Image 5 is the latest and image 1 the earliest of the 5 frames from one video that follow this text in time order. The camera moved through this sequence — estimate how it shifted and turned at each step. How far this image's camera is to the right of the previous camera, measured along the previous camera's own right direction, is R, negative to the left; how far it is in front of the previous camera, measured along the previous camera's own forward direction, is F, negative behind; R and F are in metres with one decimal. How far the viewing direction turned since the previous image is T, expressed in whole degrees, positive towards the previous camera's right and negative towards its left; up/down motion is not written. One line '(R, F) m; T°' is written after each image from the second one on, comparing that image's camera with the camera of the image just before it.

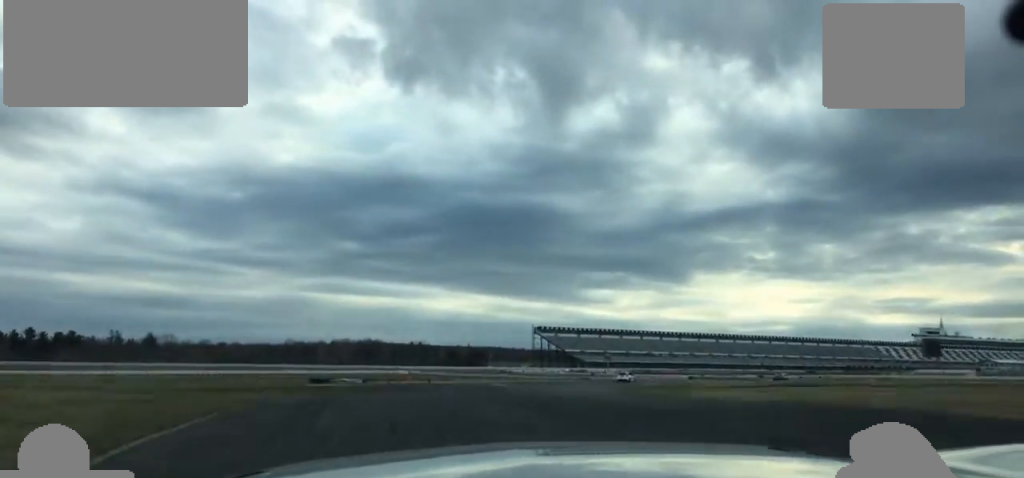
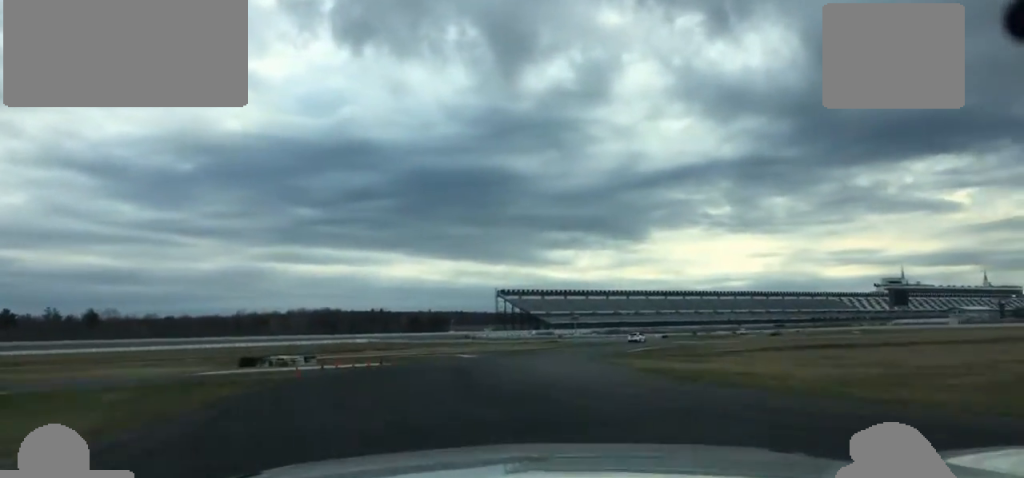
(-0.2, +15.0) m; +1°
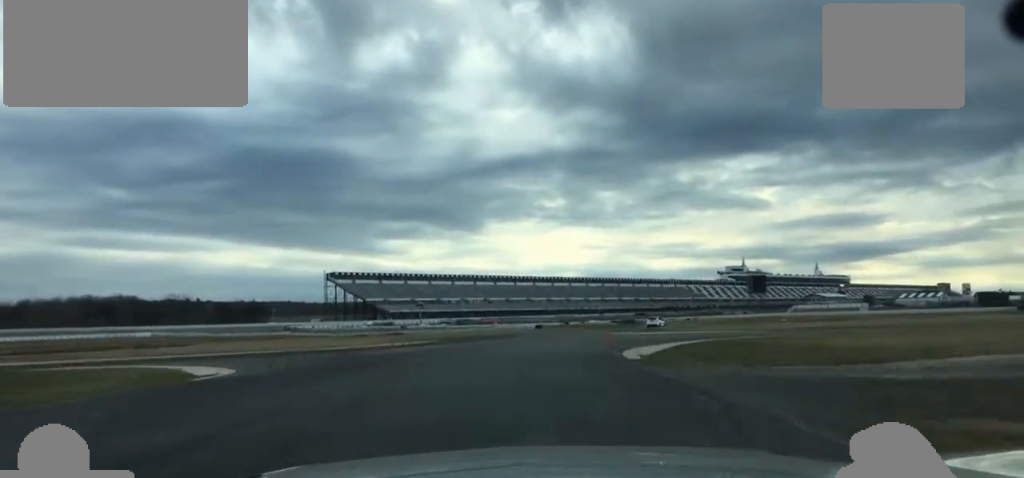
(+3.4, +51.4) m; +10°
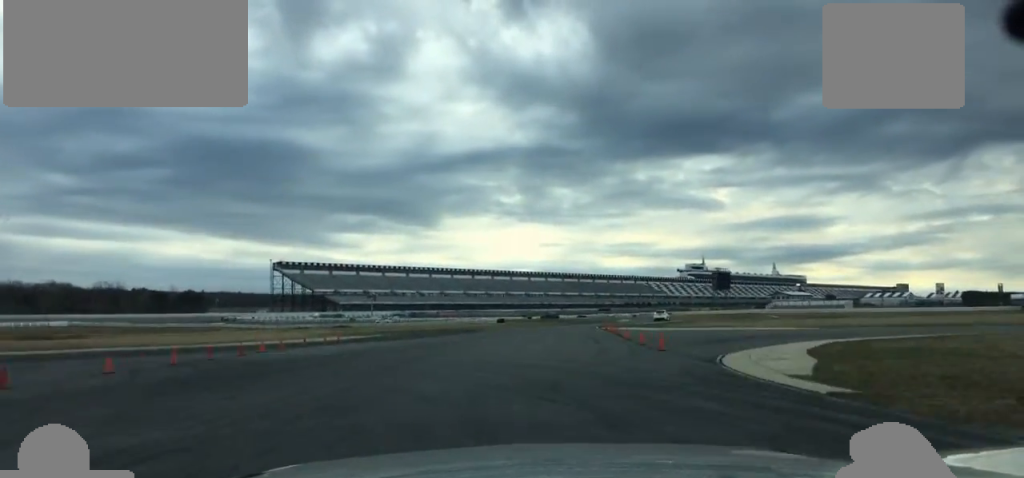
(+0.7, +18.4) m; +4°
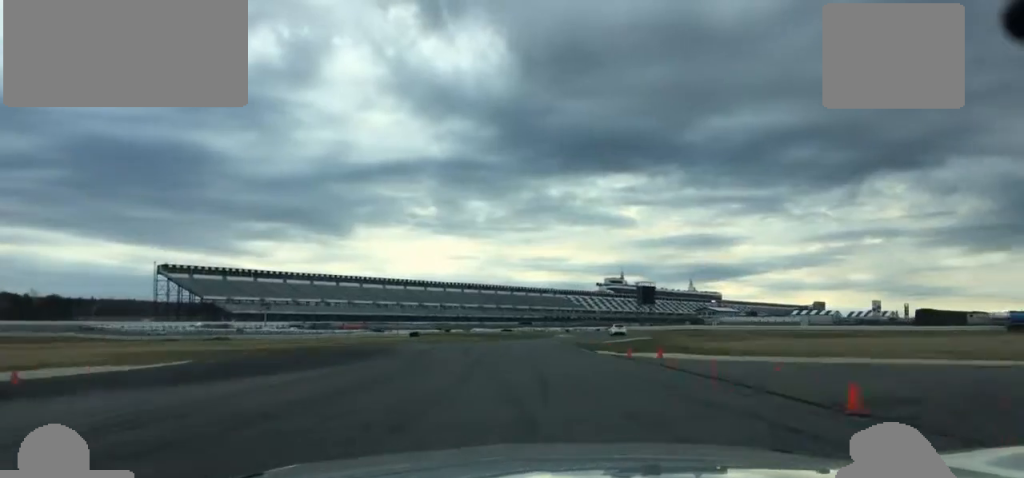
(+0.9, +25.6) m; +5°
